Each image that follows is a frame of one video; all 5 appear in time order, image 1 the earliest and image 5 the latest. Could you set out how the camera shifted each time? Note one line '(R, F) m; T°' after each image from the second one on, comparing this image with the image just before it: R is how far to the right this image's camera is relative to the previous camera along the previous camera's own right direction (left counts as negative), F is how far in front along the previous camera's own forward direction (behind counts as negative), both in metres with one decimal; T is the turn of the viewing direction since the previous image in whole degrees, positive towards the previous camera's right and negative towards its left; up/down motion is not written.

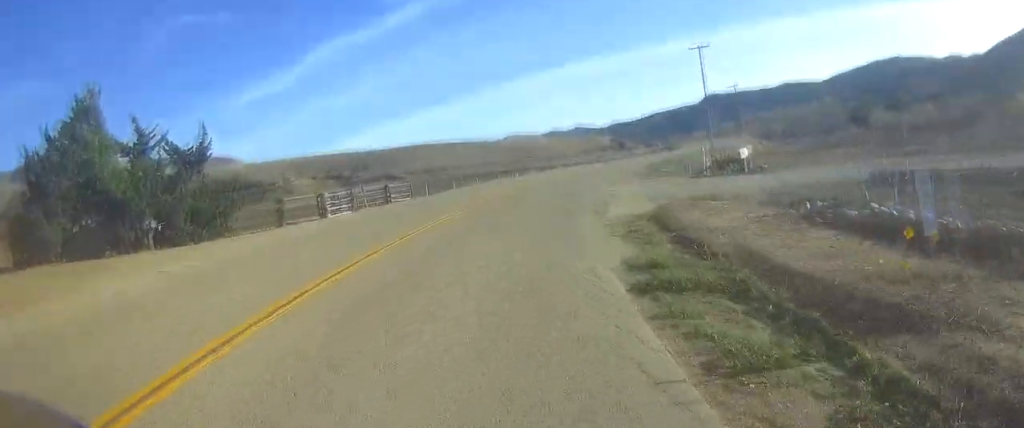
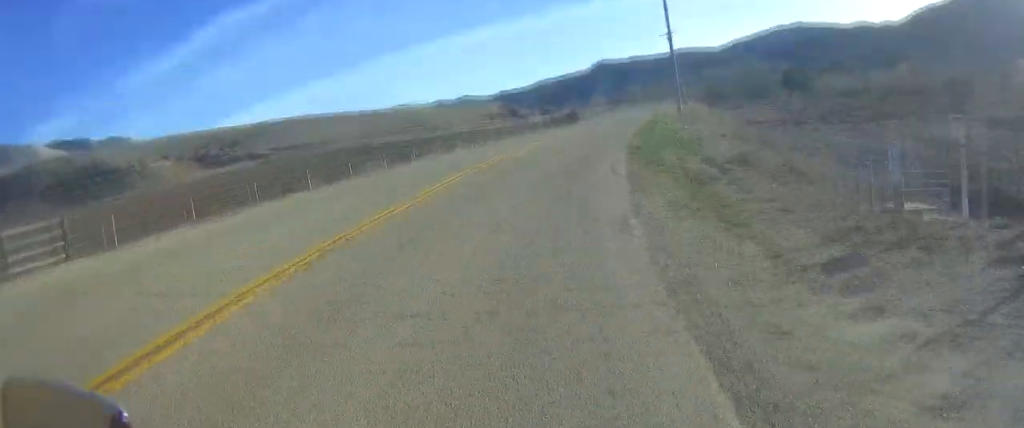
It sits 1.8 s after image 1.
(+3.9, +26.6) m; +16°
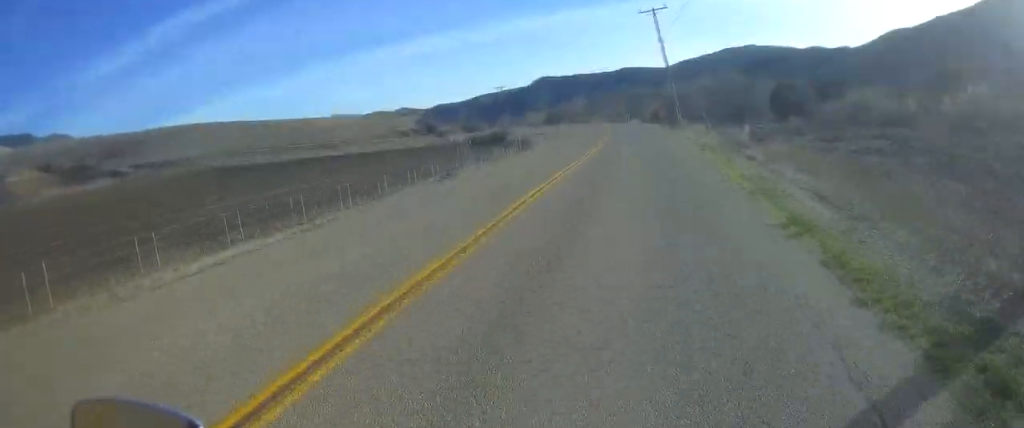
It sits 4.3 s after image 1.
(+4.4, +41.1) m; +10°
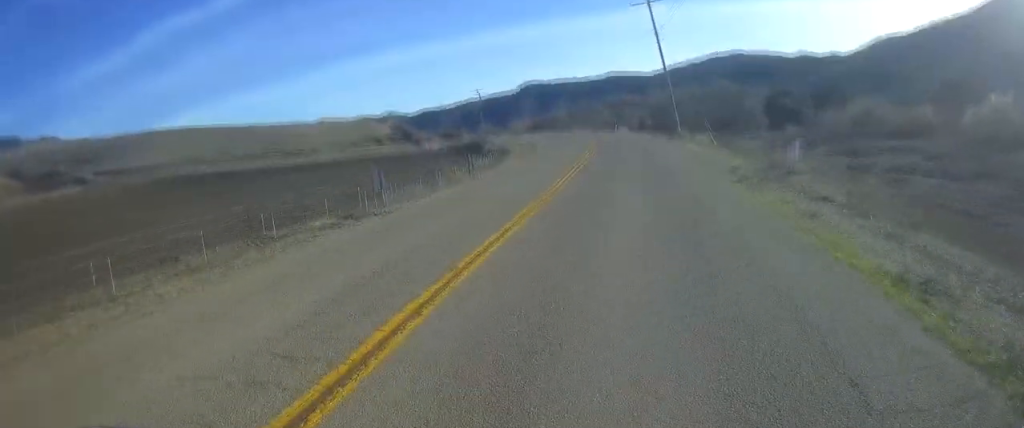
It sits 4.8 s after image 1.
(+0.2, +8.9) m; +1°
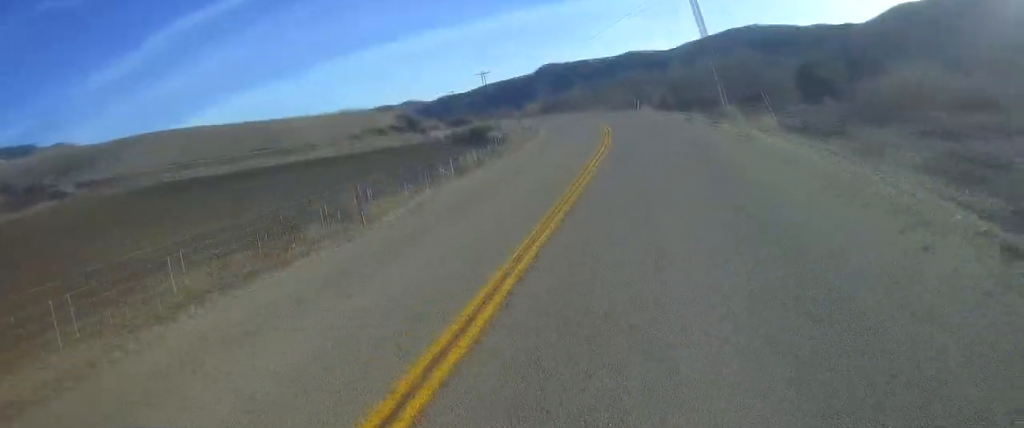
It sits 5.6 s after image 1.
(+0.2, +14.4) m; +1°
